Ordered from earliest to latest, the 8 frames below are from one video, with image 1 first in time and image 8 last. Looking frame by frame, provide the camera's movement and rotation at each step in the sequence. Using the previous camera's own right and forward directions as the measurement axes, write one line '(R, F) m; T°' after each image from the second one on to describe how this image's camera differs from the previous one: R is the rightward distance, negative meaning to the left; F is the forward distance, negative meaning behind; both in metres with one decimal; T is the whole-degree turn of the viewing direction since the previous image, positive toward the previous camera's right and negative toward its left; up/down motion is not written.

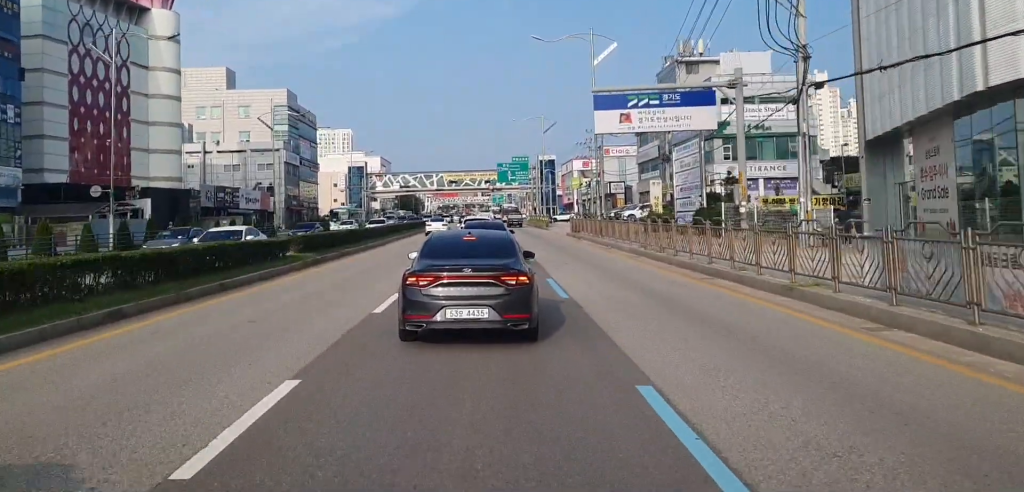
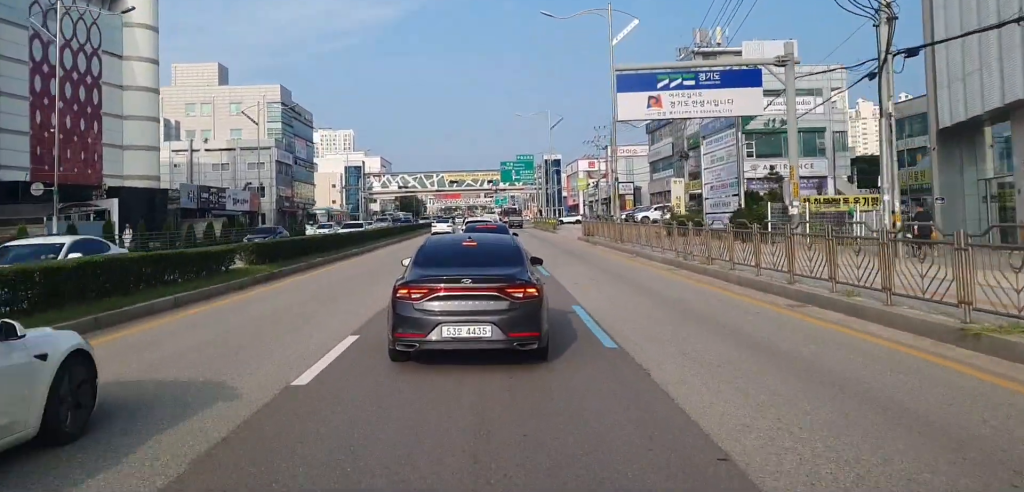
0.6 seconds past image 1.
(-0.5, +6.3) m; 0°
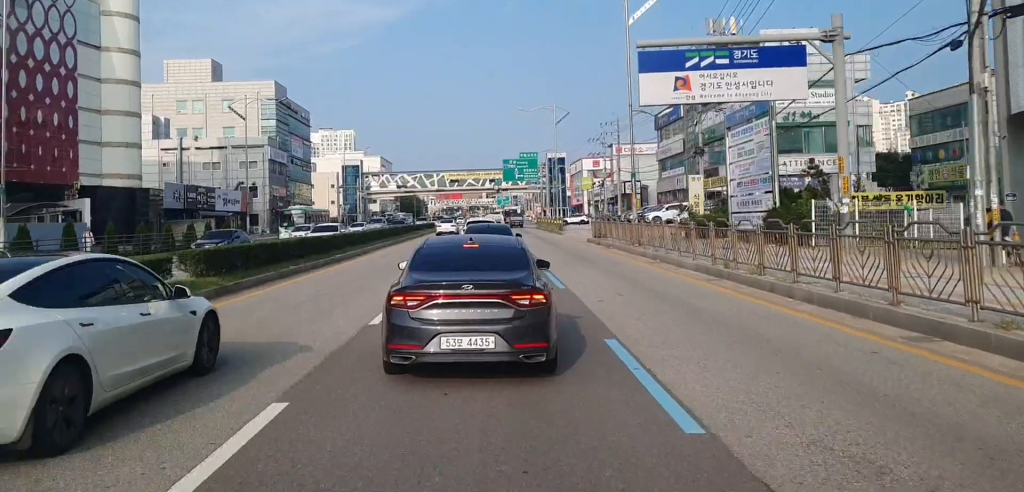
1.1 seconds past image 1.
(+0.4, +4.3) m; +2°
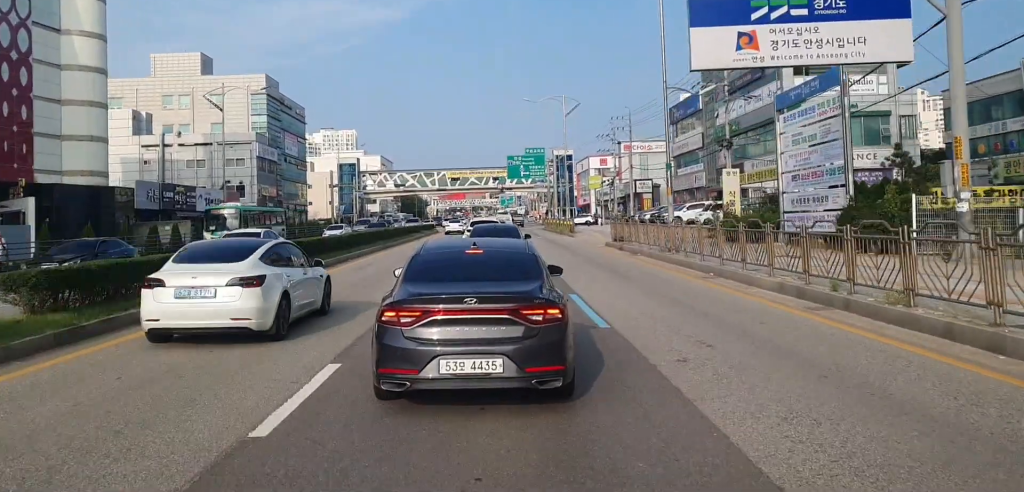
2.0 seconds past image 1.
(+0.3, +7.0) m; +1°
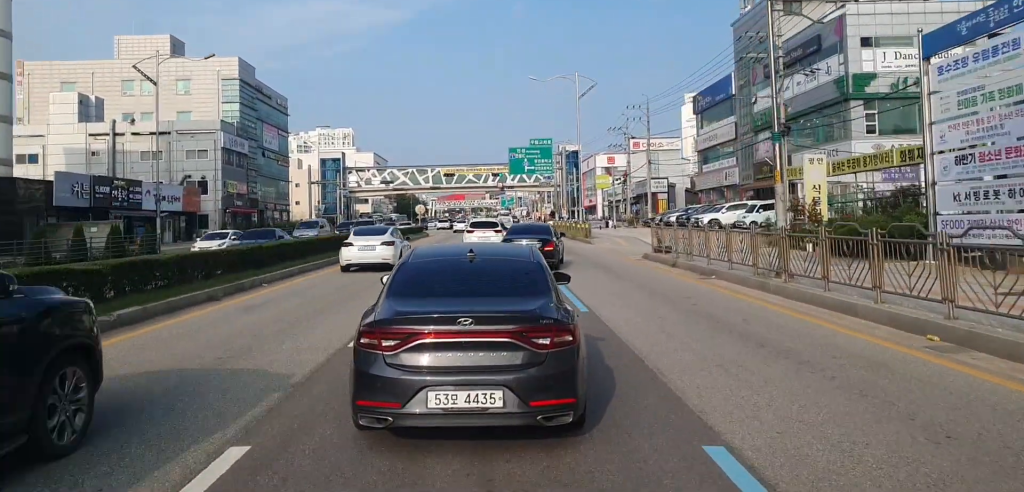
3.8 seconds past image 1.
(-0.3, +11.8) m; -3°
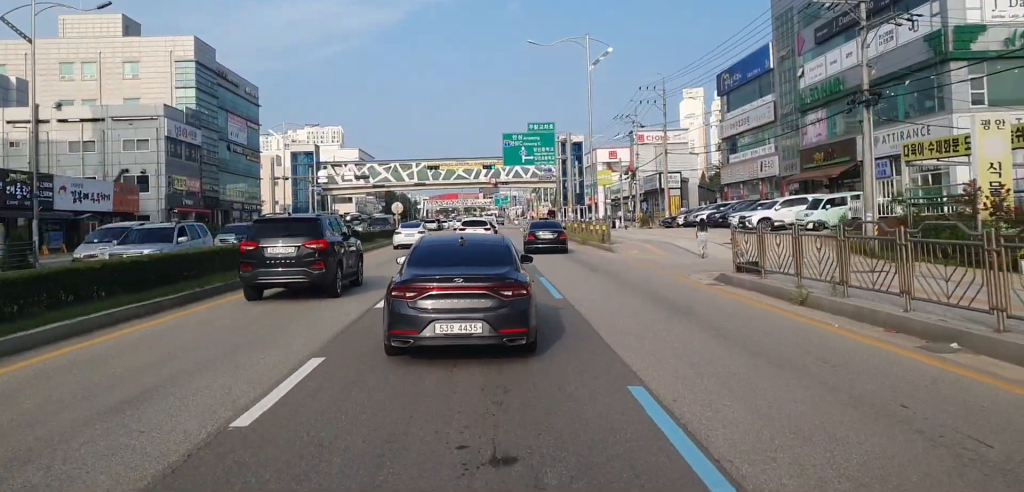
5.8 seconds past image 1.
(-0.3, +11.4) m; -1°
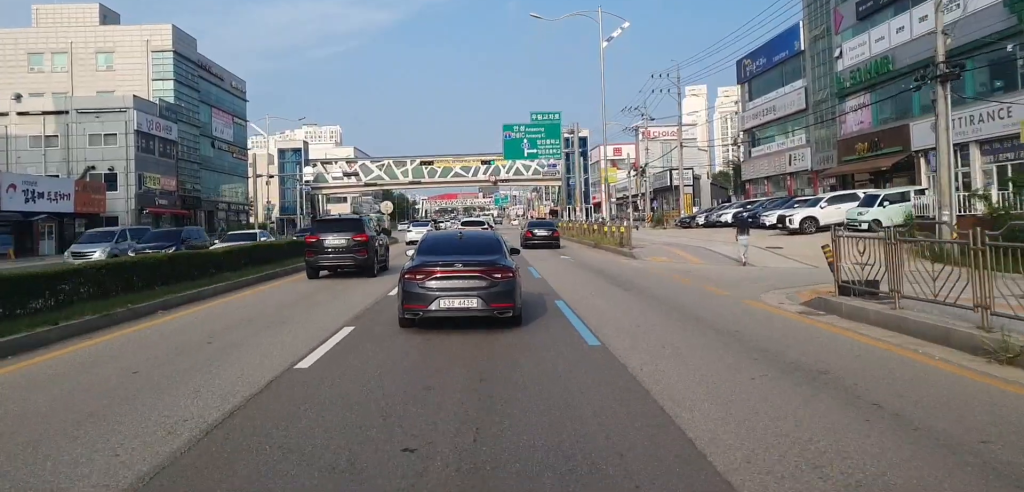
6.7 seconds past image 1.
(0.0, +5.4) m; +1°
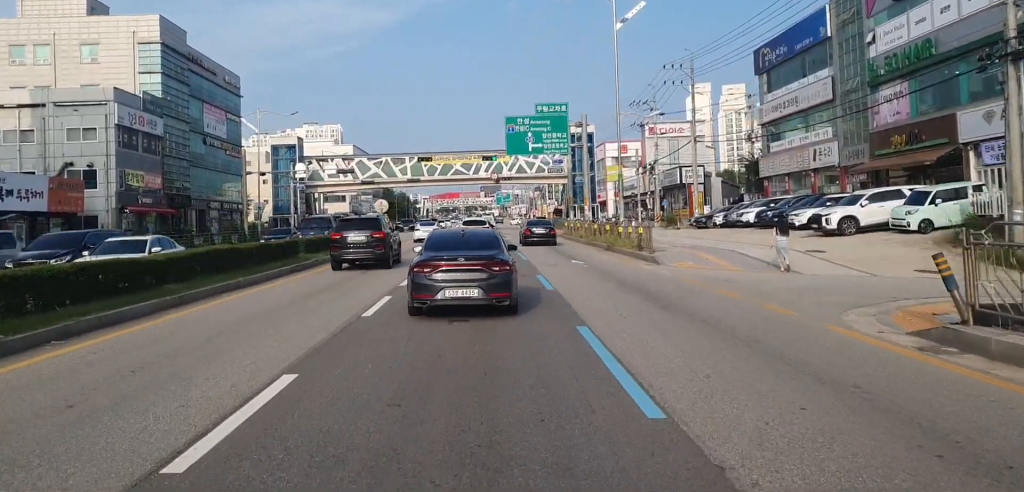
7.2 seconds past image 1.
(+0.1, +3.5) m; +1°
